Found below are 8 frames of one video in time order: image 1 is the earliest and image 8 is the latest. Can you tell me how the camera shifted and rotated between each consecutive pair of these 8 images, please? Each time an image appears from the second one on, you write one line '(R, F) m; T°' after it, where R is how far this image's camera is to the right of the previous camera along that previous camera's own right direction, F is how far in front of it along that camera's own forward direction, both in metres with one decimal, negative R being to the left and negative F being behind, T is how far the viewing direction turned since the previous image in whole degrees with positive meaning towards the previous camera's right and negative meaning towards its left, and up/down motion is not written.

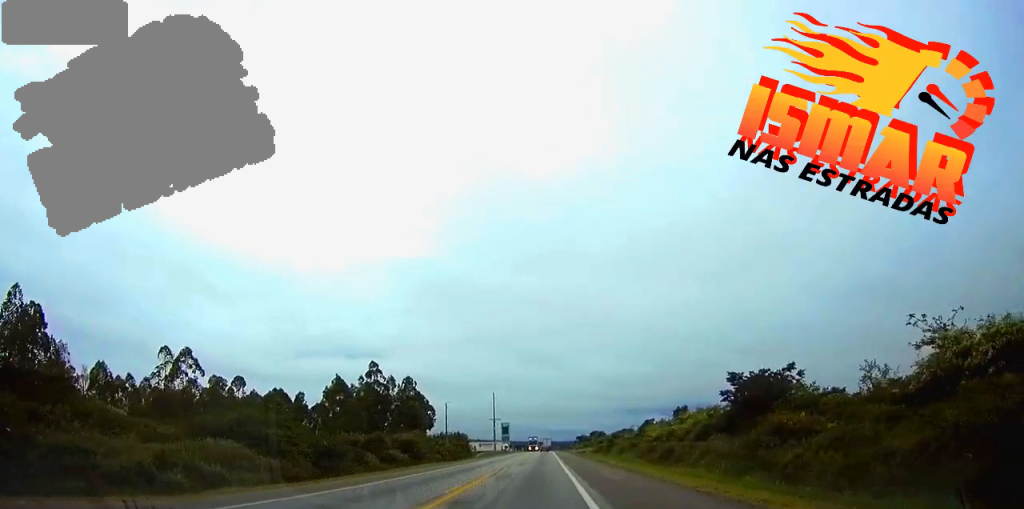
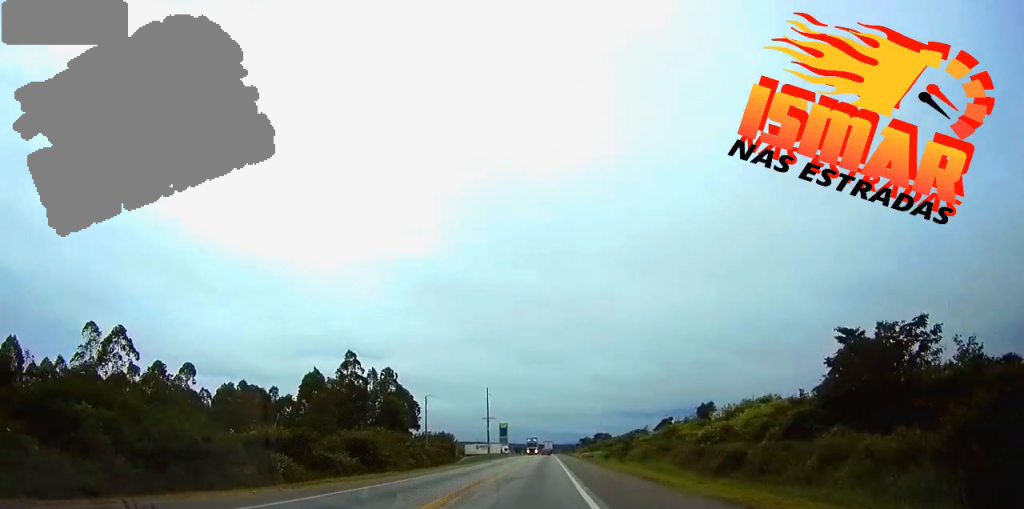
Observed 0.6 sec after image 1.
(+0.1, +20.7) m; 0°
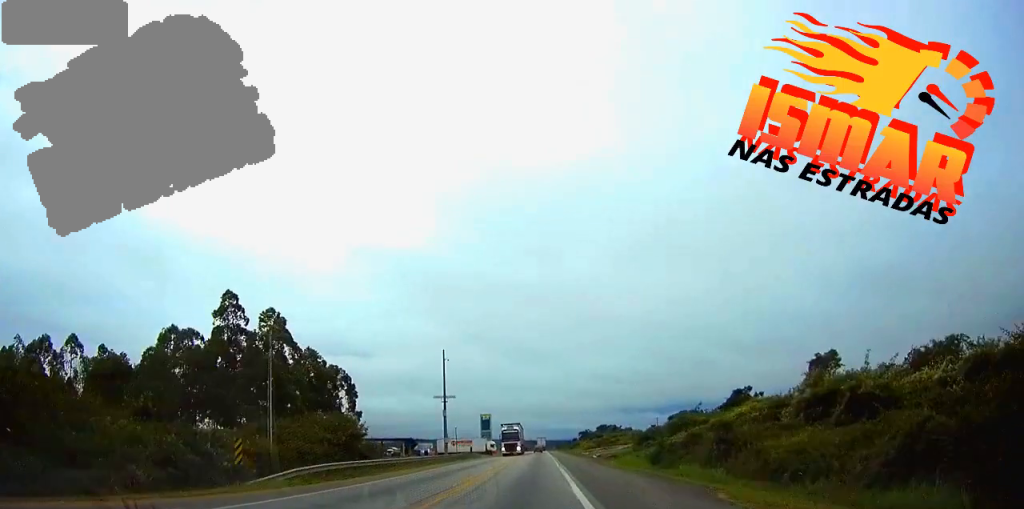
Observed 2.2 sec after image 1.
(0.0, +53.7) m; 0°
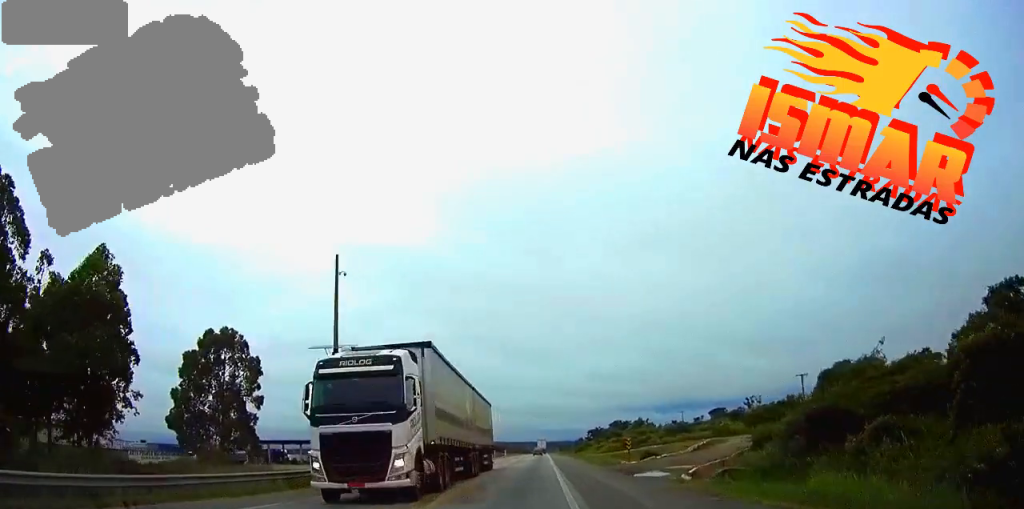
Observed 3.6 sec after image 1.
(0.0, +48.8) m; 0°
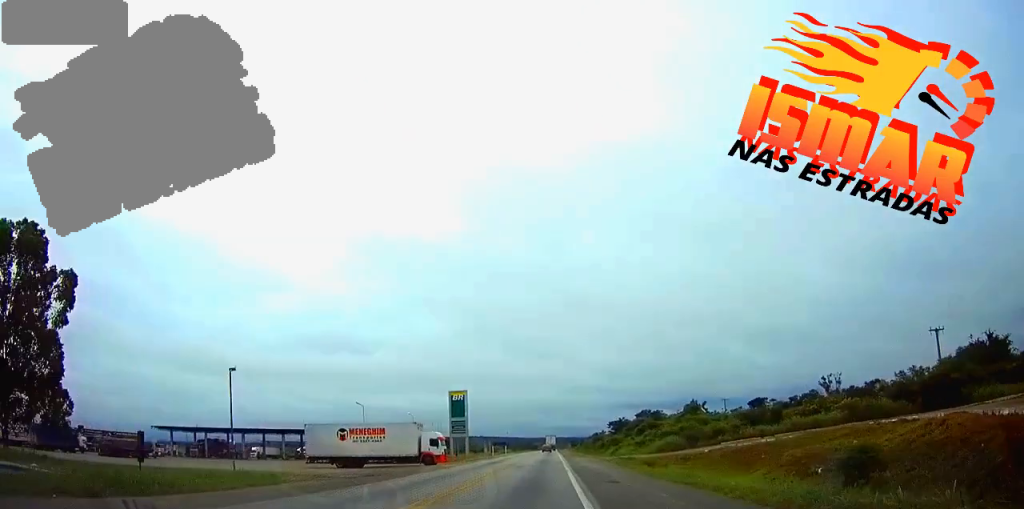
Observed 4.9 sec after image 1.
(-0.1, +44.3) m; 0°
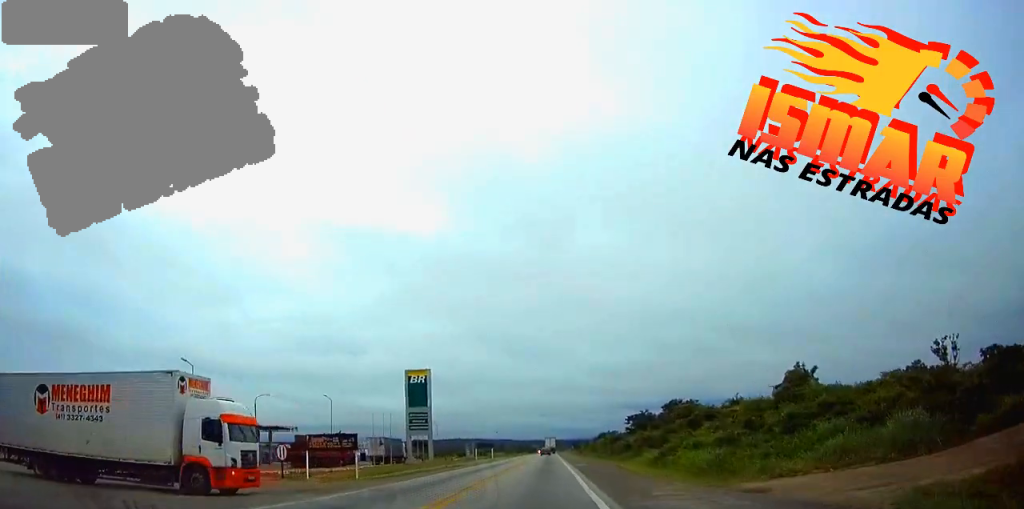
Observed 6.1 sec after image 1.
(0.0, +42.2) m; 0°
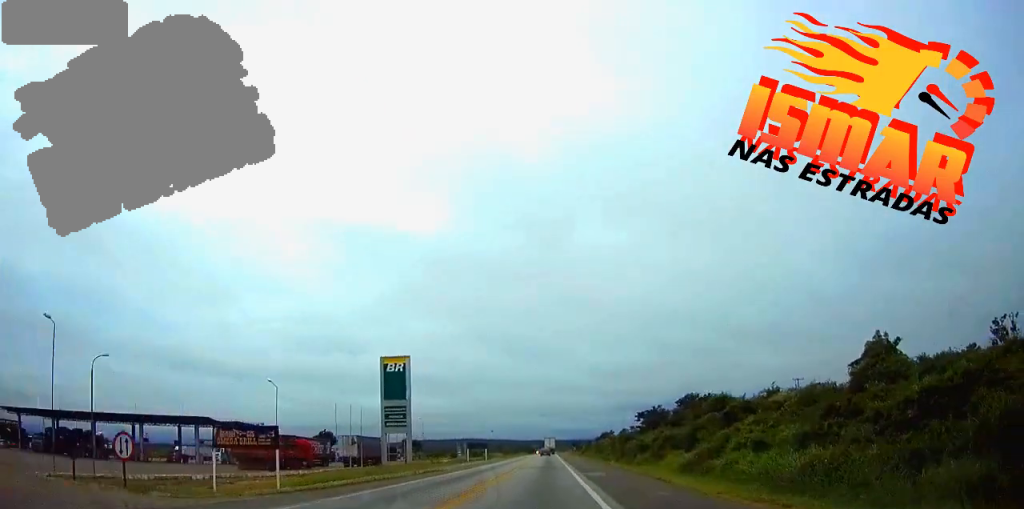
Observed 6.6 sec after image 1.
(0.0, +14.9) m; 0°
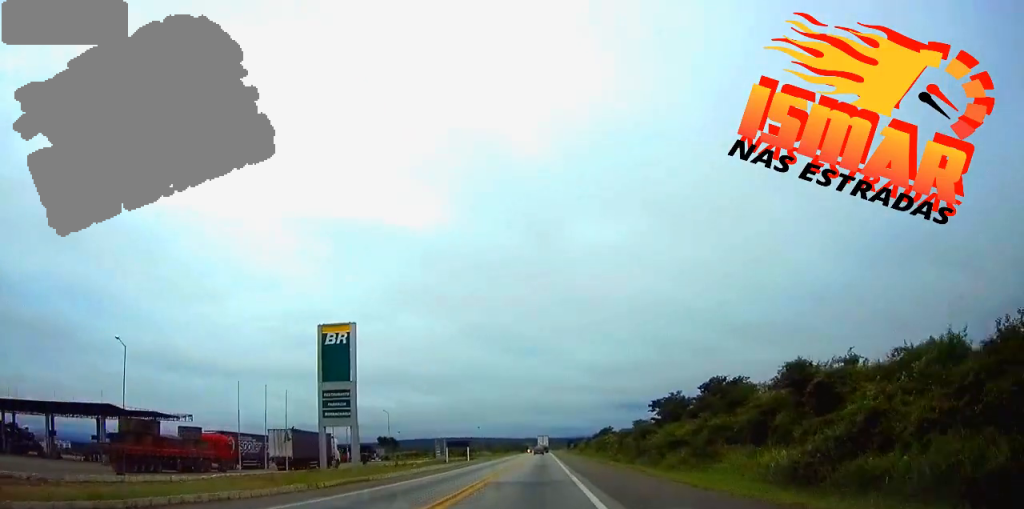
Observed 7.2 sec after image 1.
(0.0, +21.8) m; 0°
